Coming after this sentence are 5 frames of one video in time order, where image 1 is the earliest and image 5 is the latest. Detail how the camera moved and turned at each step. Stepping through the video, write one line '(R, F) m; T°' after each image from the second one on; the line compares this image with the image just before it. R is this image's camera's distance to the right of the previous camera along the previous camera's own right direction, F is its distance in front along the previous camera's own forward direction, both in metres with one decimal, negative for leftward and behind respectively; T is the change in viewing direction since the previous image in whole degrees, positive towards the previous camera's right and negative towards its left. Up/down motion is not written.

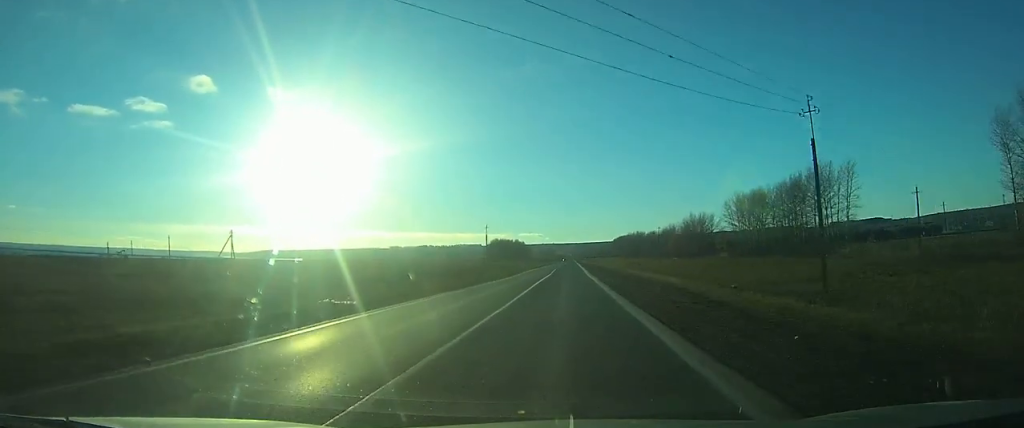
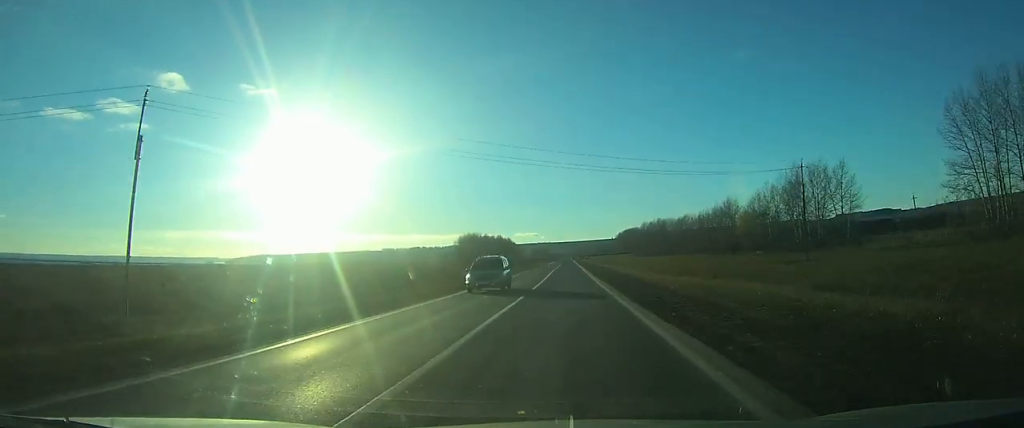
(+1.1, +118.7) m; +1°
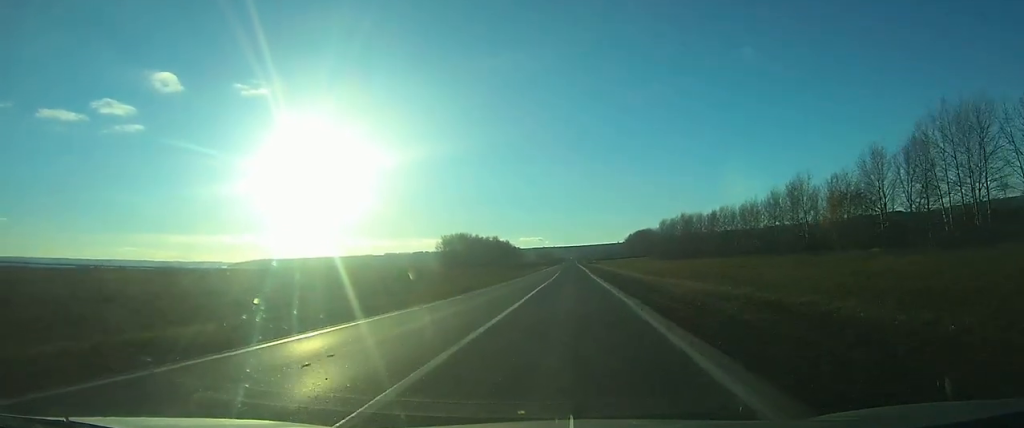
(0.0, +57.6) m; 0°
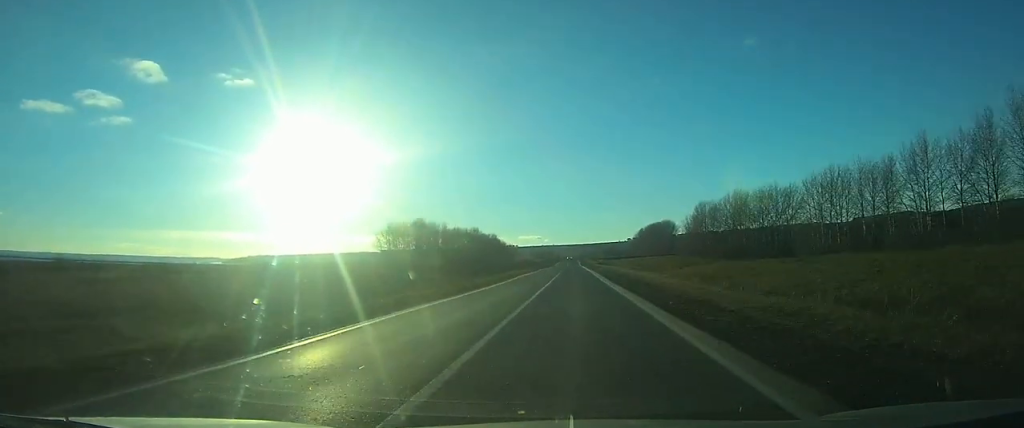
(-0.4, +82.3) m; 0°
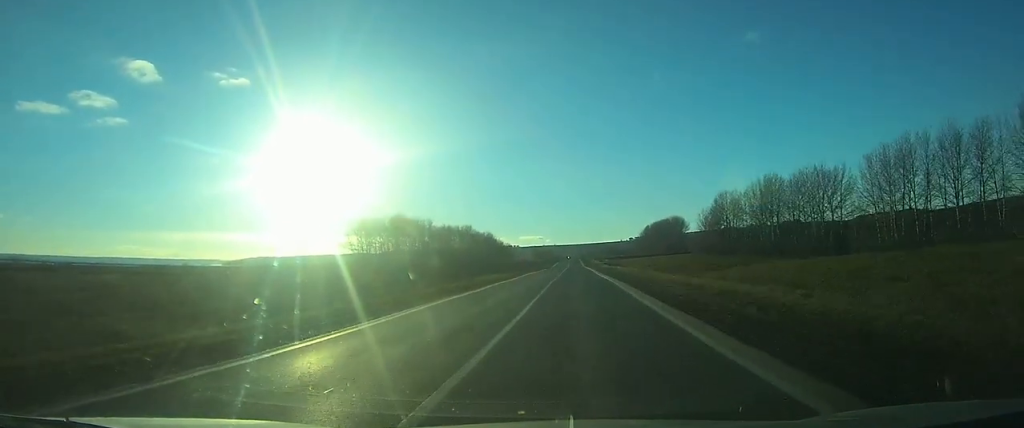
(0.0, +25.2) m; 0°
